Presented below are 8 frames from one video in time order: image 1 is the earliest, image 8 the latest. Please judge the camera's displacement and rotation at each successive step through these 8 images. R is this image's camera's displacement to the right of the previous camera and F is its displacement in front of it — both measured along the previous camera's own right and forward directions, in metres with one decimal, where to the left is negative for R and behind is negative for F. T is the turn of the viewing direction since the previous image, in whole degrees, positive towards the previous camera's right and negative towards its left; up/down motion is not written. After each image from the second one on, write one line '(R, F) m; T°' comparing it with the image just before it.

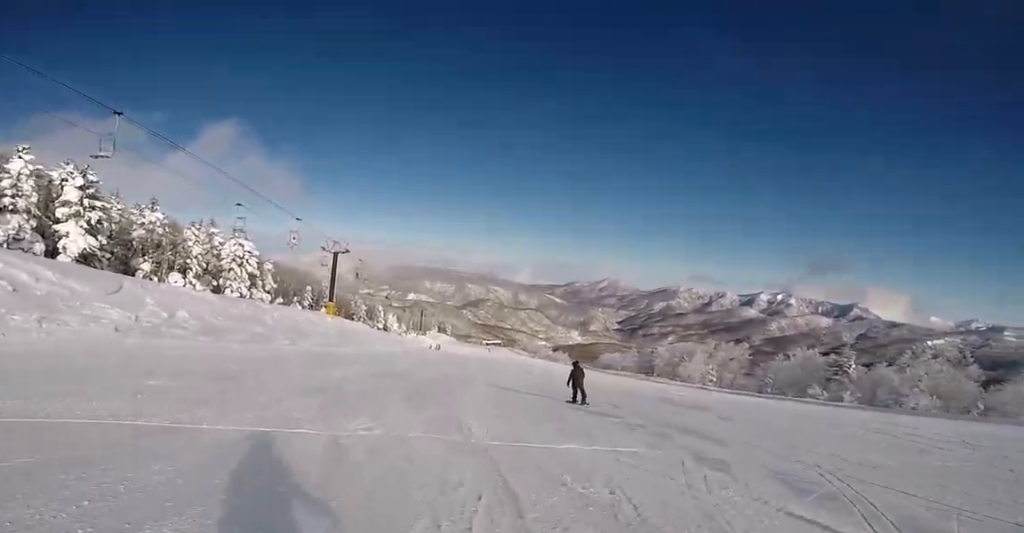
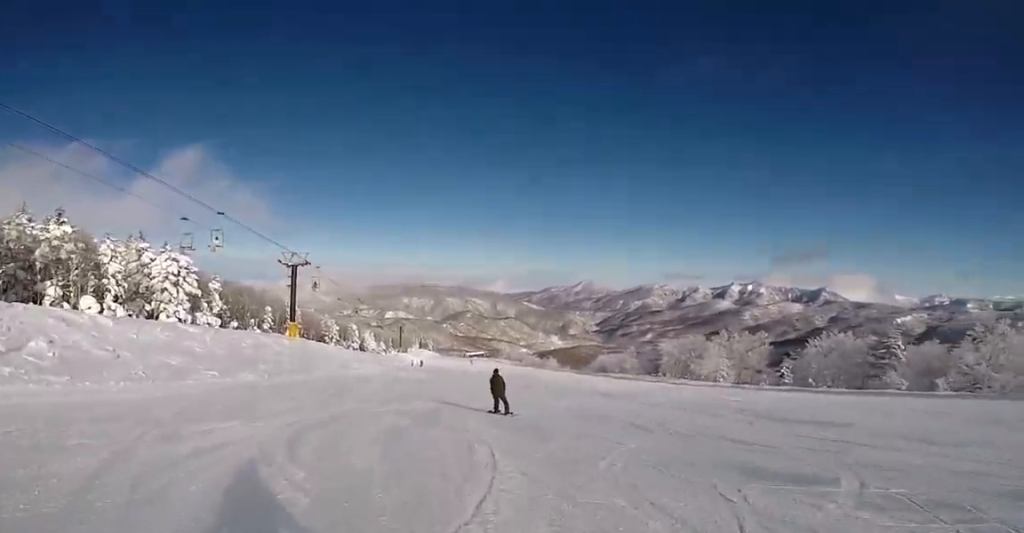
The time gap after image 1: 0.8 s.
(0.0, +7.4) m; +7°
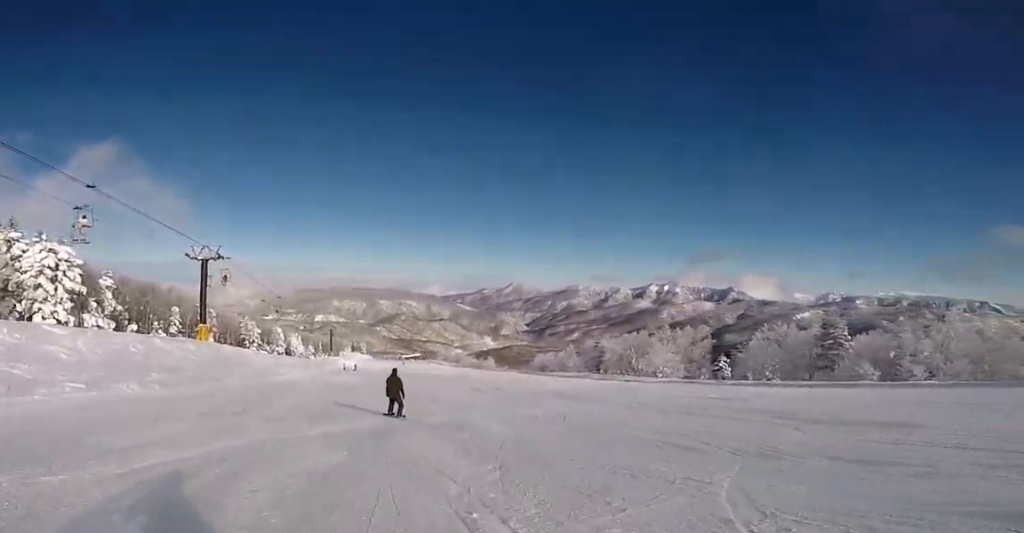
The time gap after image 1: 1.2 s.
(+0.4, +4.2) m; +5°
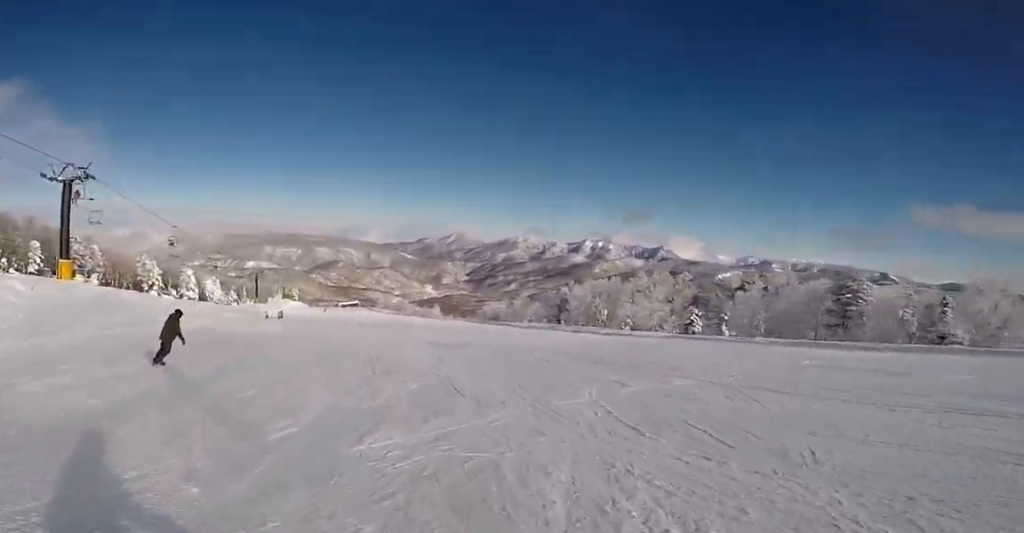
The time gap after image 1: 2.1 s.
(+0.8, +8.9) m; -1°
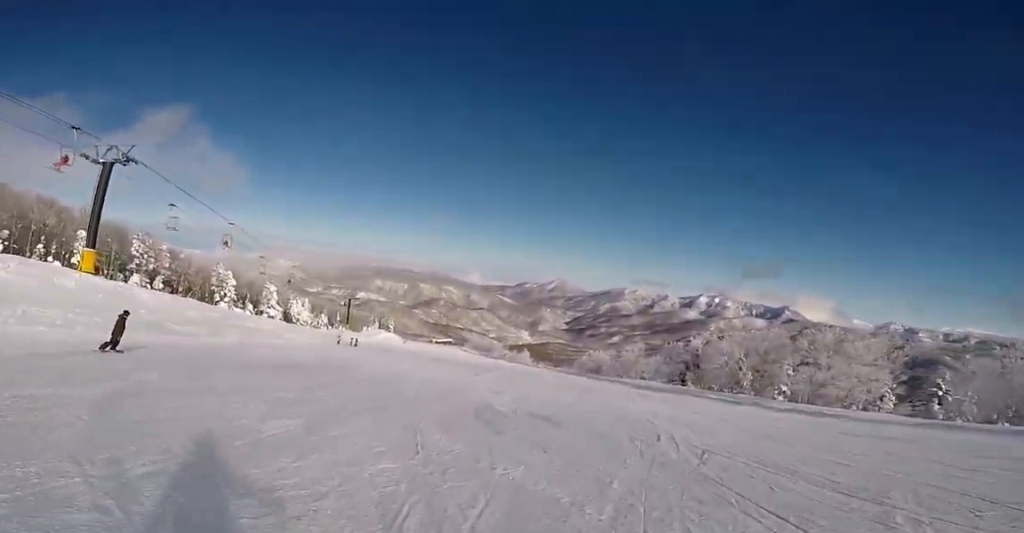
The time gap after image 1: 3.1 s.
(-1.2, +10.1) m; -17°
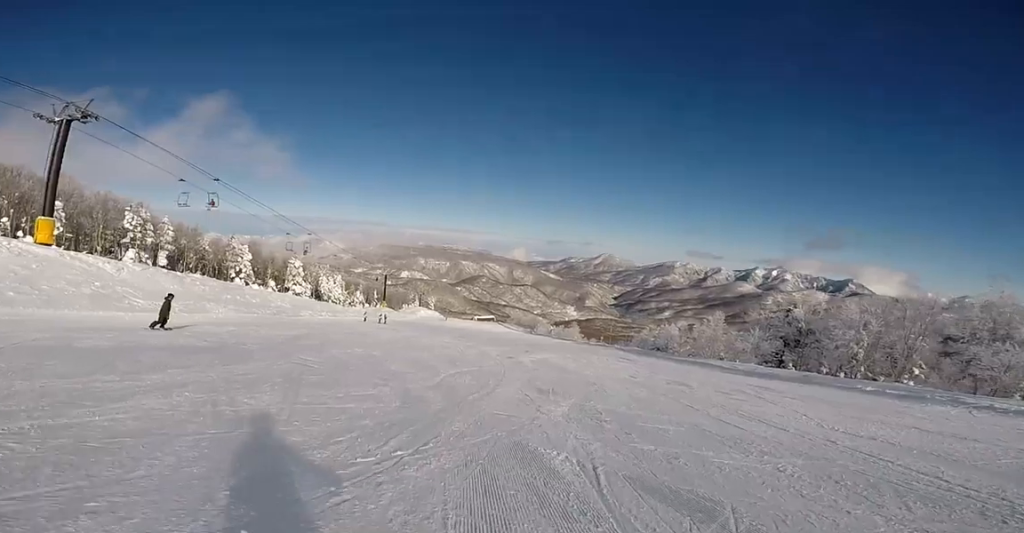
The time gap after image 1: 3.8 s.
(-1.2, +7.5) m; -7°
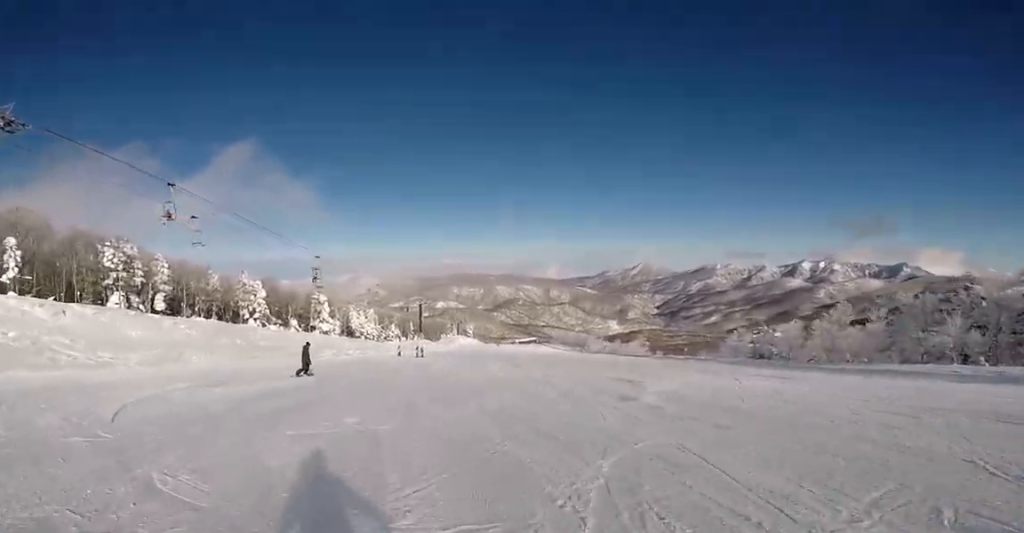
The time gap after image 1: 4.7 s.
(-0.2, +8.6) m; +10°
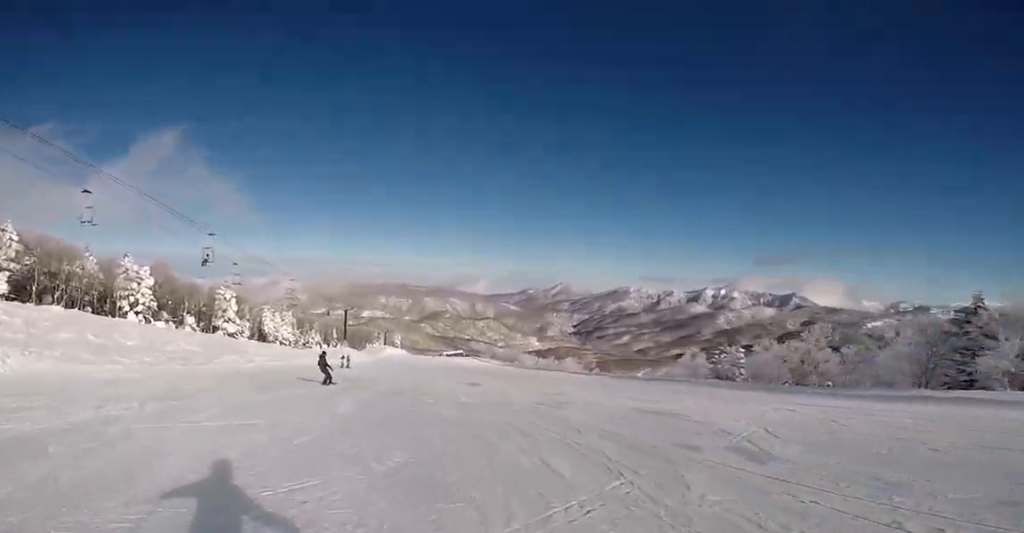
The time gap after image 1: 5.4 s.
(+1.5, +6.7) m; +11°
